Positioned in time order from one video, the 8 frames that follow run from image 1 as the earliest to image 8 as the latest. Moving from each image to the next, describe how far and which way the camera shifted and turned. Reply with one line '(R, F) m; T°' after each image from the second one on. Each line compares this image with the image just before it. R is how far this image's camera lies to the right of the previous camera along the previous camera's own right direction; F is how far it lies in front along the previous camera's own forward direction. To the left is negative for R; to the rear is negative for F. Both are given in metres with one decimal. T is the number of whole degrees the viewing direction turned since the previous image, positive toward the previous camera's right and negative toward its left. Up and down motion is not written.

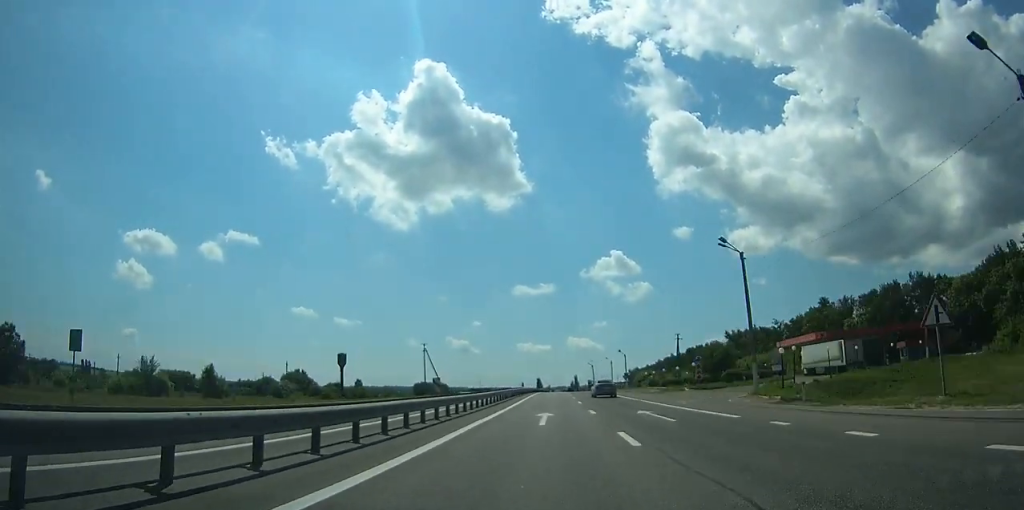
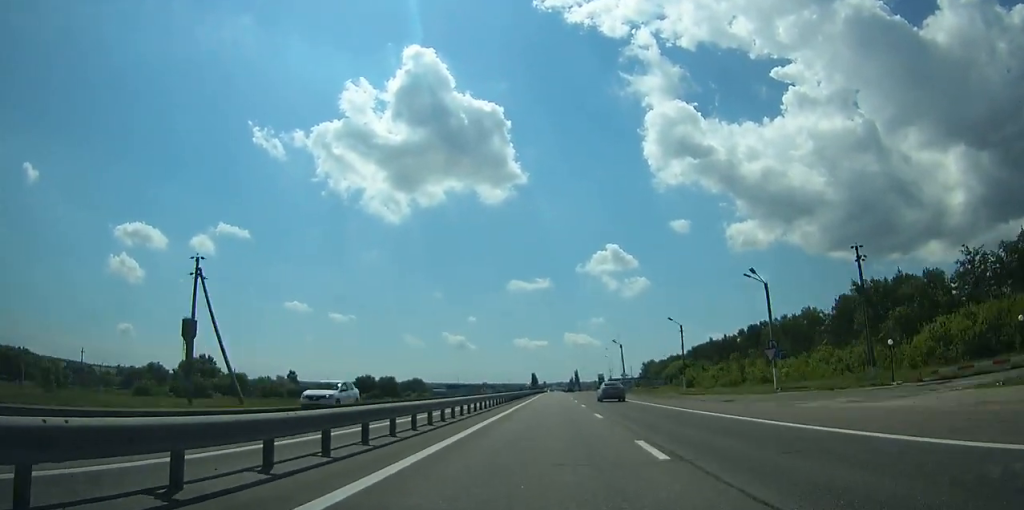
(+0.2, +83.3) m; 0°
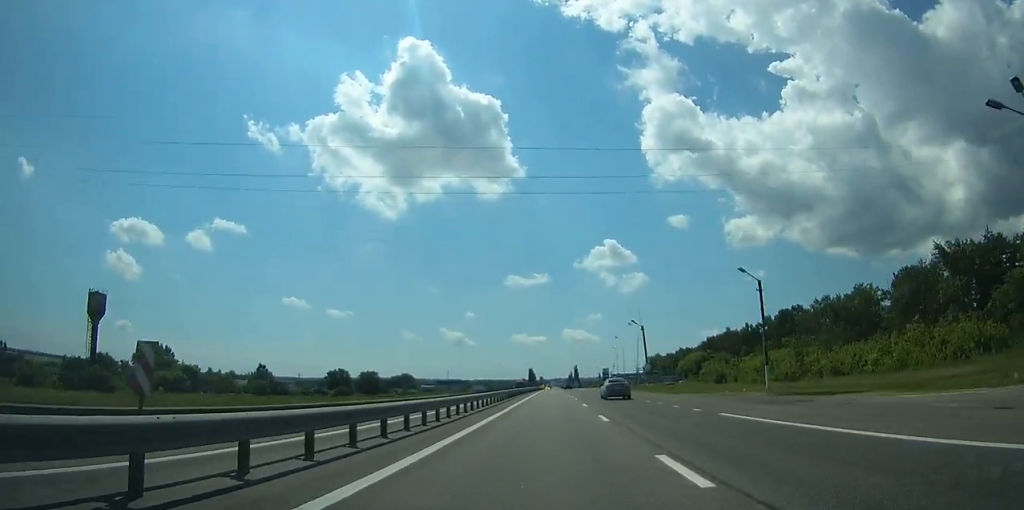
(0.0, +25.9) m; 0°
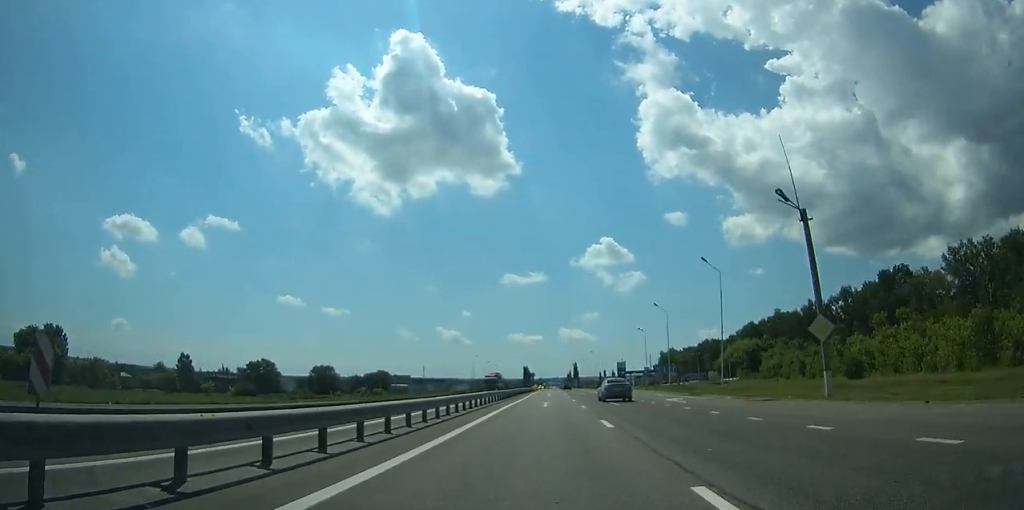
(+0.1, +48.1) m; 0°
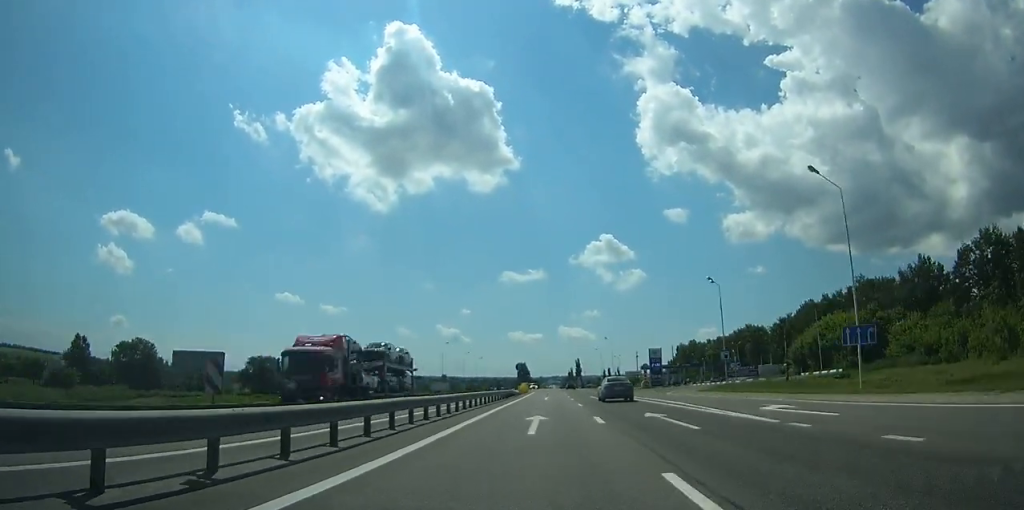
(0.0, +46.2) m; 0°
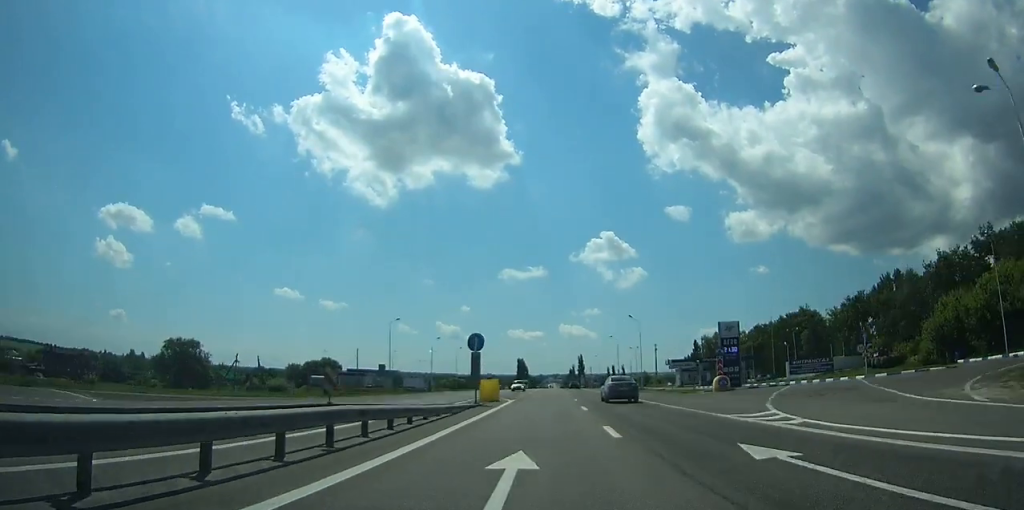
(0.0, +40.3) m; 0°
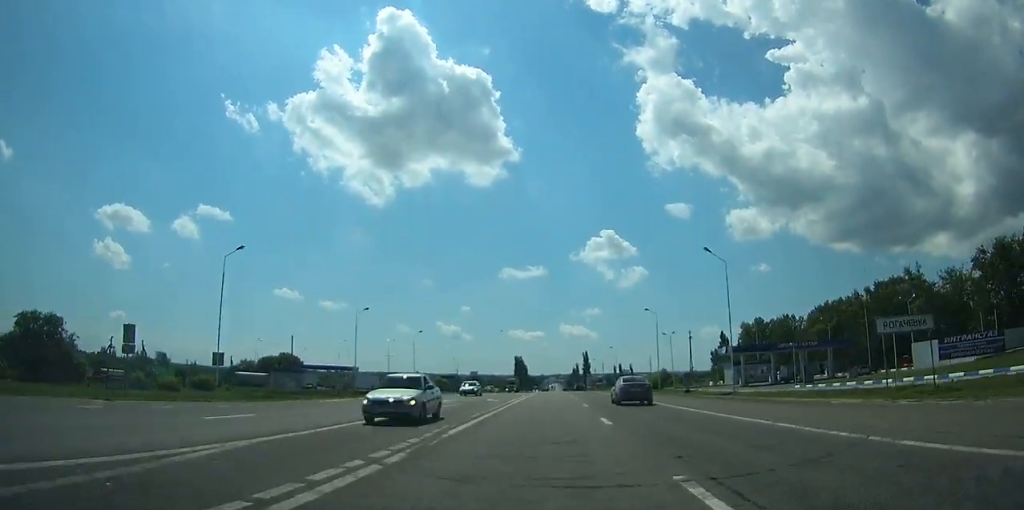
(0.0, +45.5) m; 0°
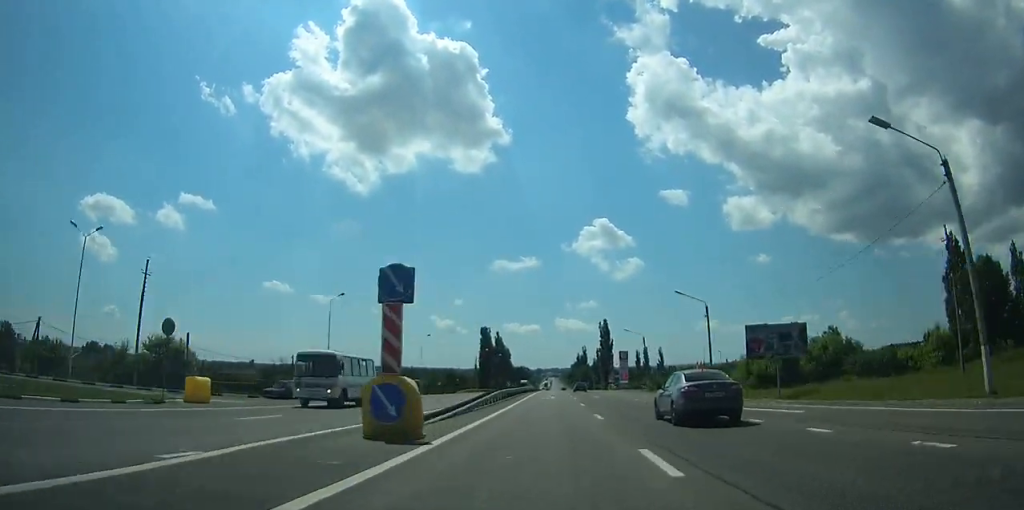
(+0.4, +152.0) m; 0°
